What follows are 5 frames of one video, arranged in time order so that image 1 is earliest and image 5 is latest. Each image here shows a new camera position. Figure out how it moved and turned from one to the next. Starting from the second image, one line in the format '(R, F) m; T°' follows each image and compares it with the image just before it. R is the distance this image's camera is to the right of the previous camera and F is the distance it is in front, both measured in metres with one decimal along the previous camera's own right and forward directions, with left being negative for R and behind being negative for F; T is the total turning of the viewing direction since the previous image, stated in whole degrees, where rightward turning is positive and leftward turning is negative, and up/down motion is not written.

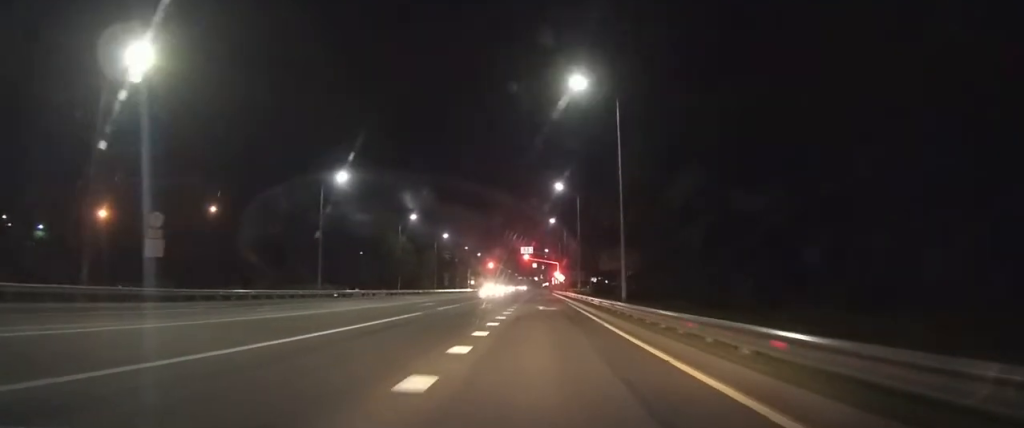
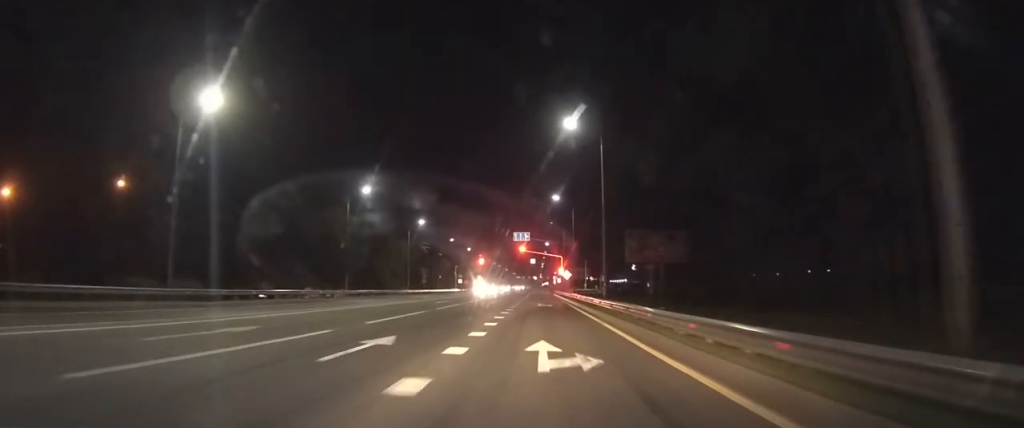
(+0.2, +24.9) m; +2°
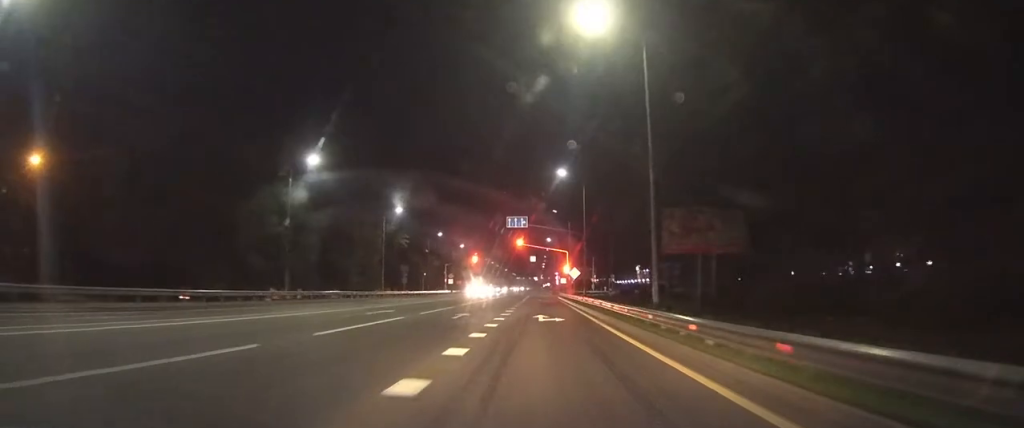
(+0.3, +16.4) m; +1°
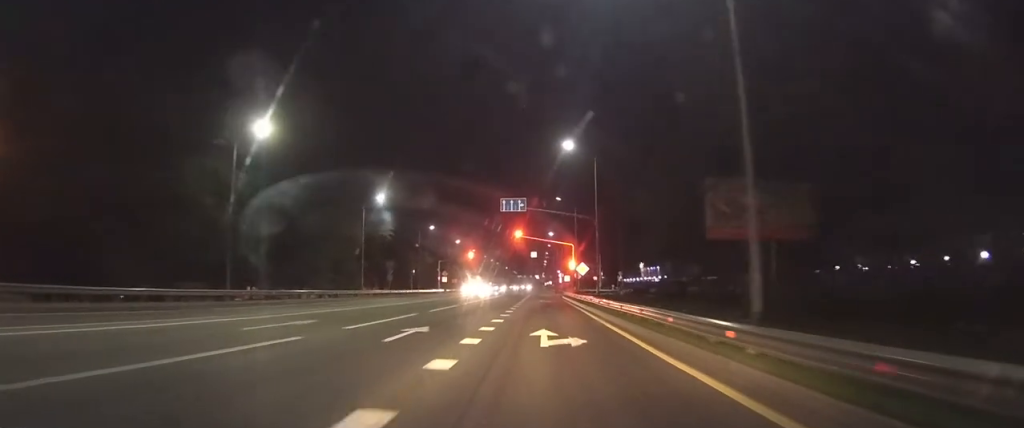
(0.0, +10.1) m; 0°
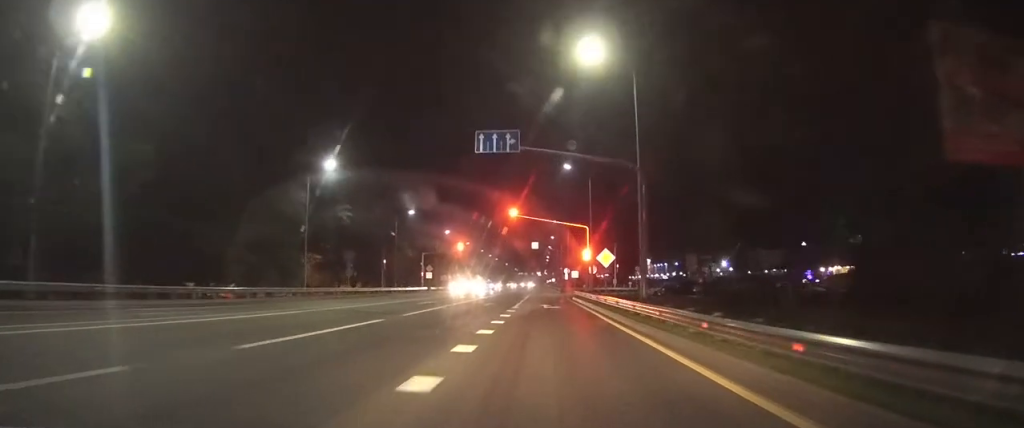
(+0.2, +18.3) m; +2°
